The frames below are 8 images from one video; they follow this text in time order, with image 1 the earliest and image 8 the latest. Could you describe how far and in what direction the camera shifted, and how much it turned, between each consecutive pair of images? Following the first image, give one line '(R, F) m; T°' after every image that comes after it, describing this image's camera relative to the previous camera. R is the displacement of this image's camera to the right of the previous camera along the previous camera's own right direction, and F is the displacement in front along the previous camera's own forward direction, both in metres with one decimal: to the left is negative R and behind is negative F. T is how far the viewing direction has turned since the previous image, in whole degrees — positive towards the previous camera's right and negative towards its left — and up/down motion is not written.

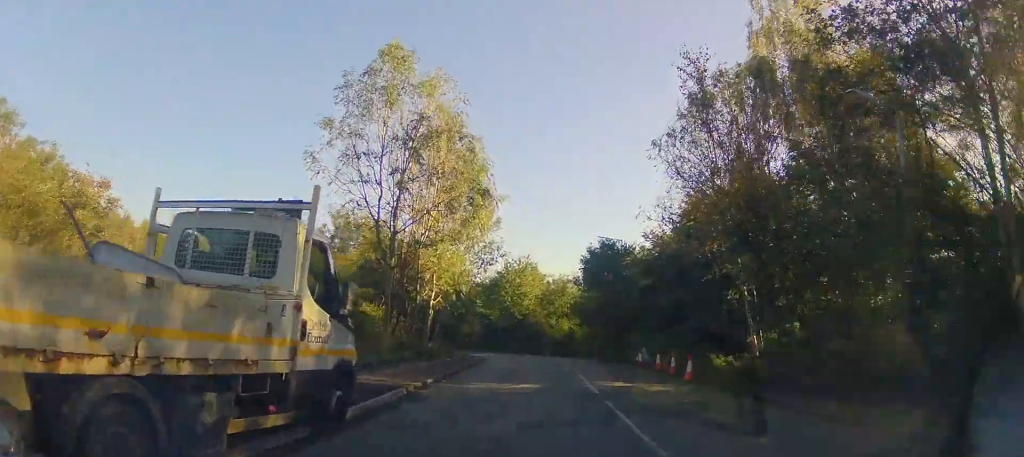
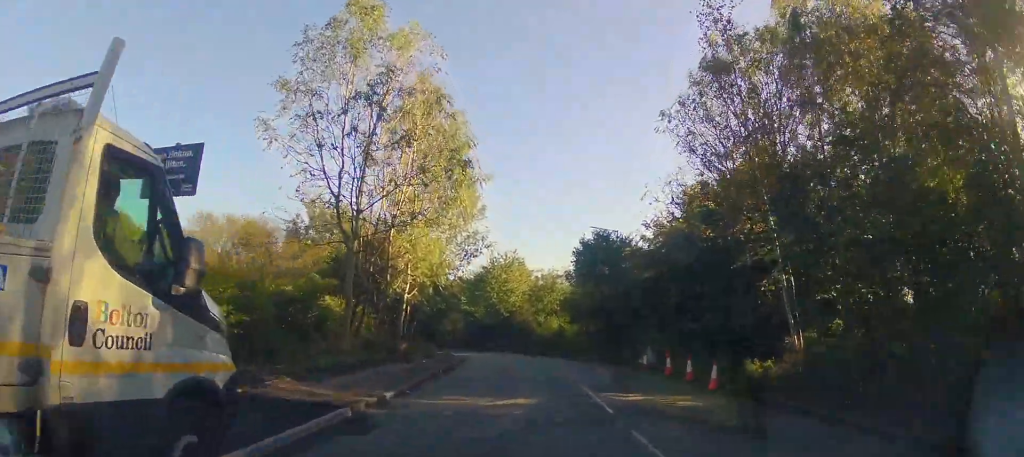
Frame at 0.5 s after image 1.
(+0.1, +3.0) m; +2°
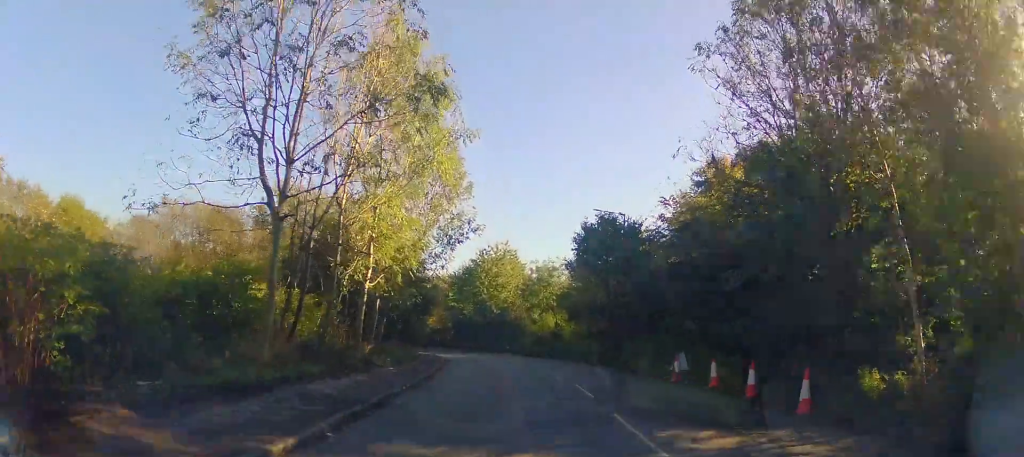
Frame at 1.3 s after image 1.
(+0.1, +4.6) m; +1°
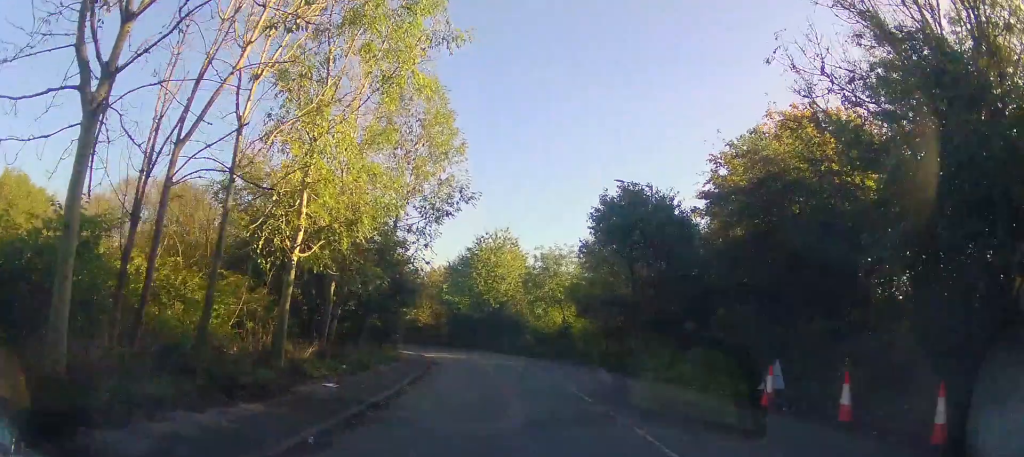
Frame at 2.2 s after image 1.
(+0.1, +5.7) m; -2°
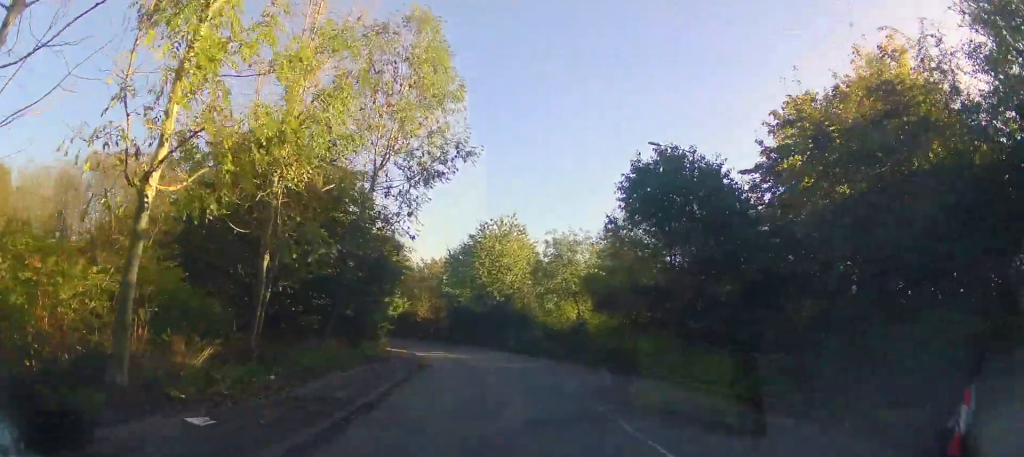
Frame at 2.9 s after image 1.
(-0.3, +4.9) m; +1°
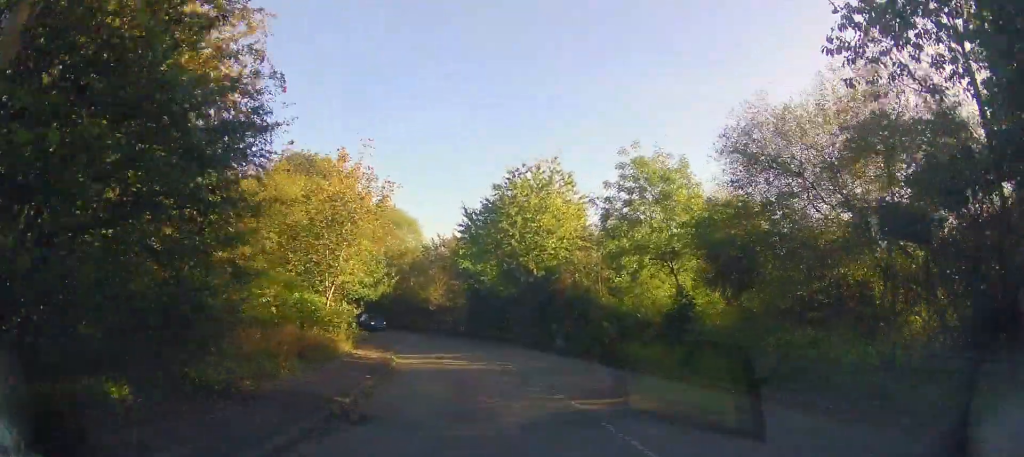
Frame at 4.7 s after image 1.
(+0.3, +13.4) m; -3°
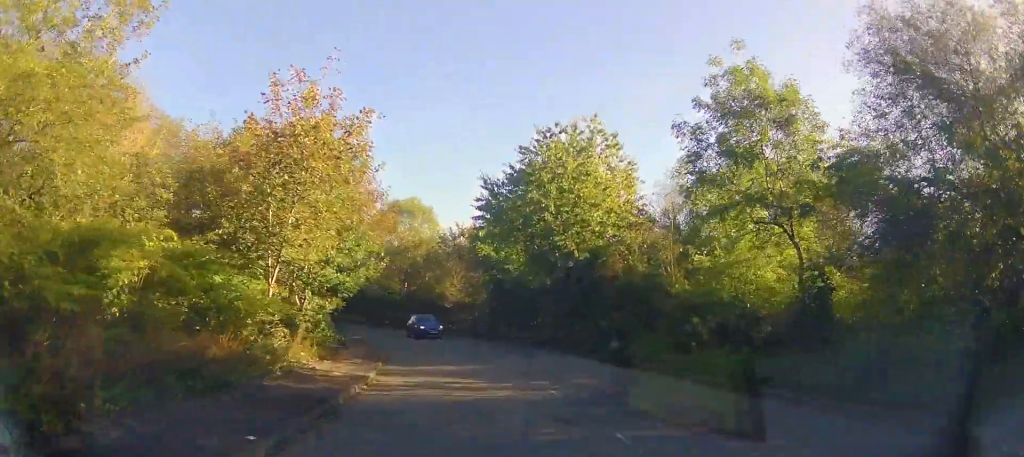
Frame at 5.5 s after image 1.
(-0.4, +6.9) m; -5°
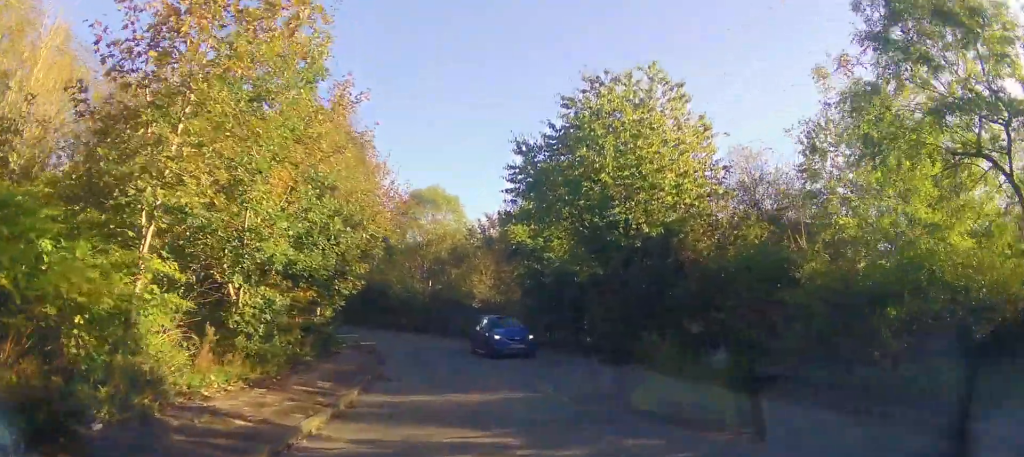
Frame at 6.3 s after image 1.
(-0.3, +6.2) m; -3°
